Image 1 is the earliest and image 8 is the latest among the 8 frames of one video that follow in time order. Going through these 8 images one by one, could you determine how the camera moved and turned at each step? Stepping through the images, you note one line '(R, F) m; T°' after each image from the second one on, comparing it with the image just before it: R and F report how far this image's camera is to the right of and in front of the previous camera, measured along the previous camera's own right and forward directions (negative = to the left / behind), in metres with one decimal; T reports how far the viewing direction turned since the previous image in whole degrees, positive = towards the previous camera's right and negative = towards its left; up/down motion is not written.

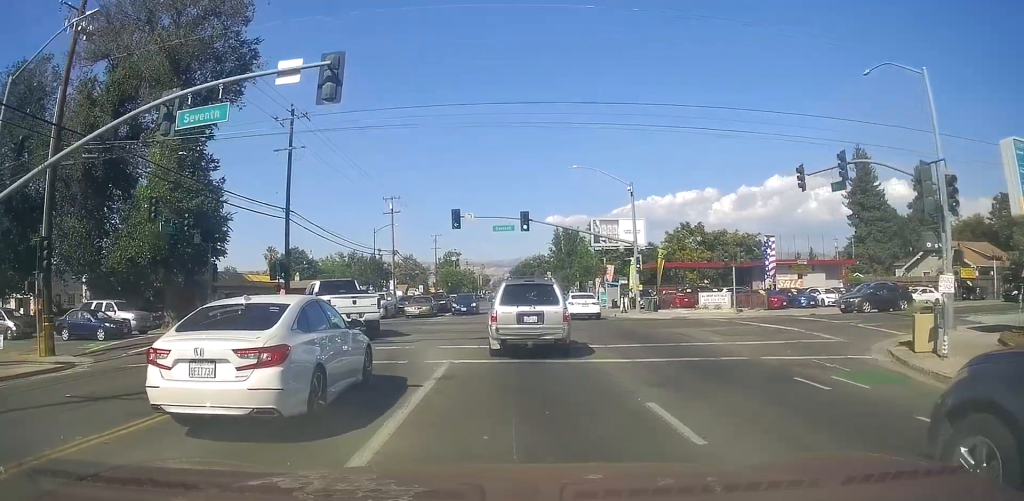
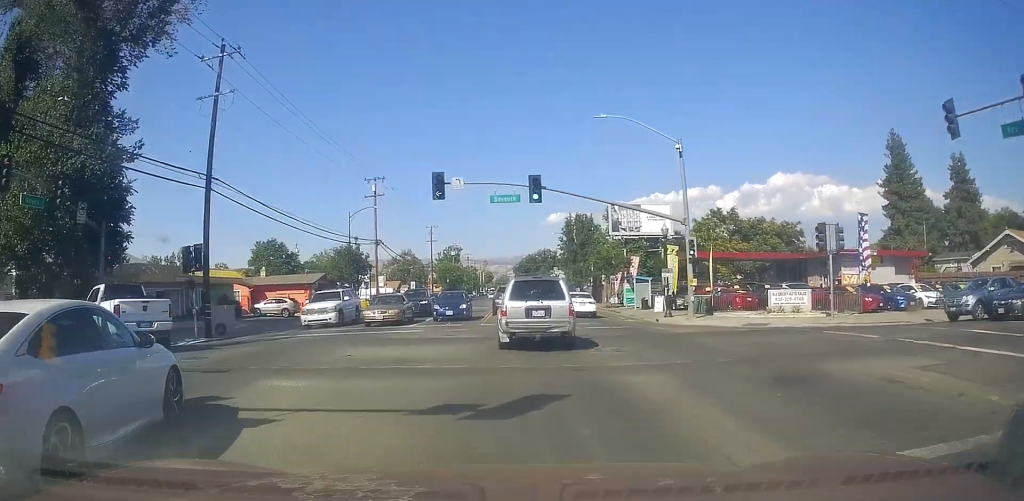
(+0.2, +10.3) m; +2°
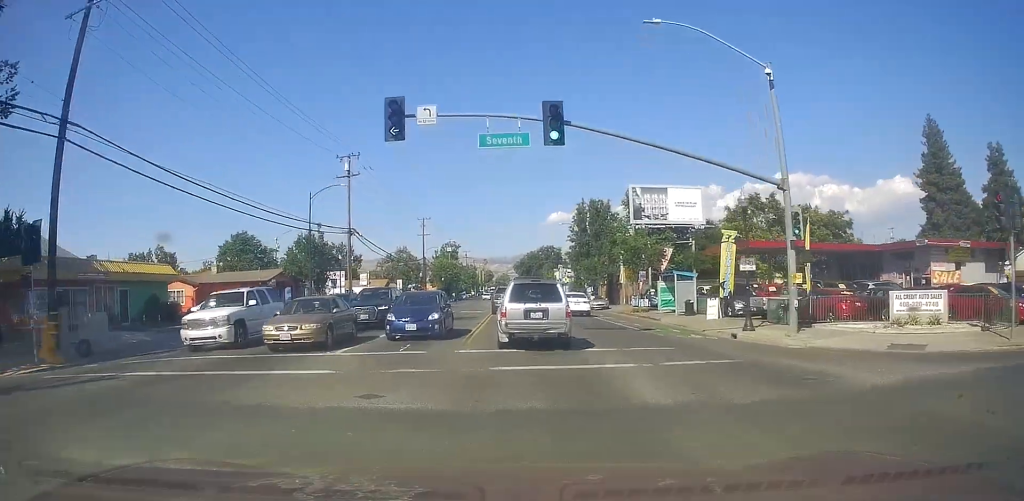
(-0.2, +10.5) m; +2°
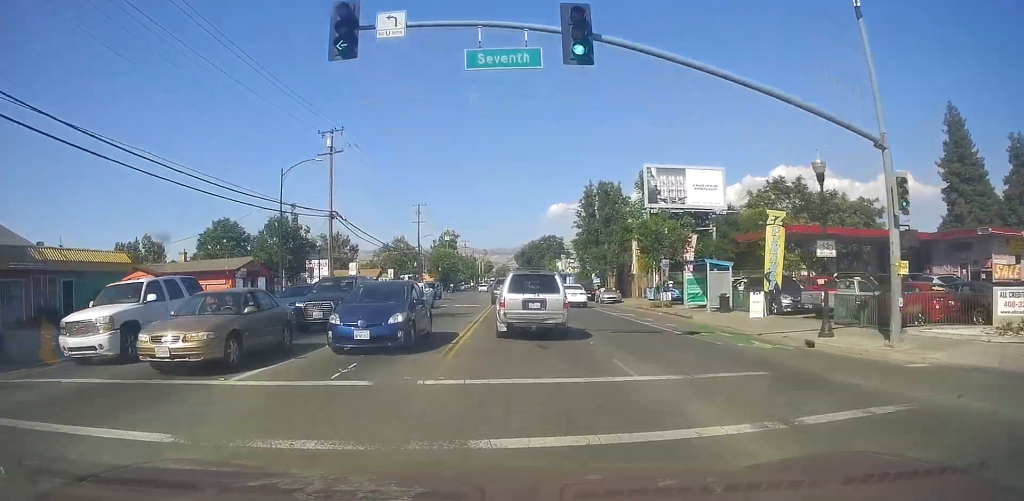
(+0.2, +5.5) m; +1°
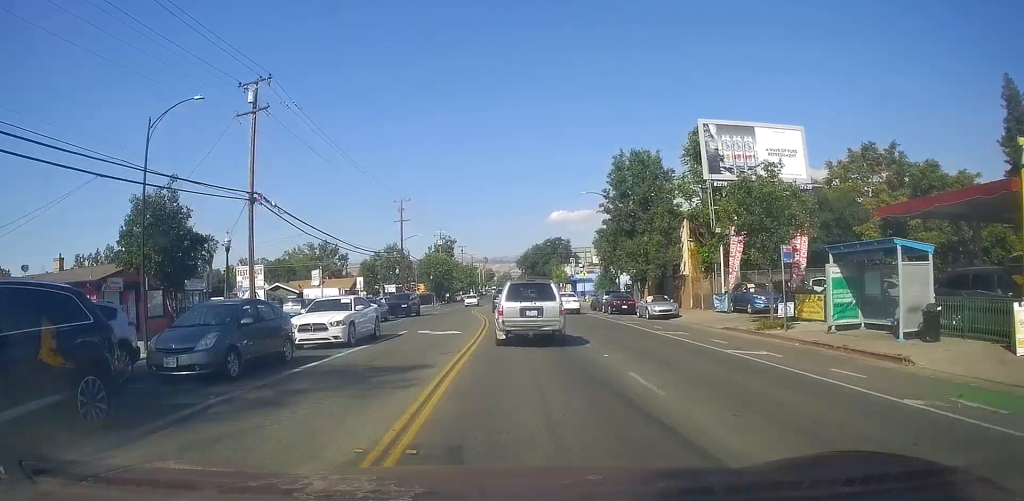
(+0.1, +14.7) m; -2°
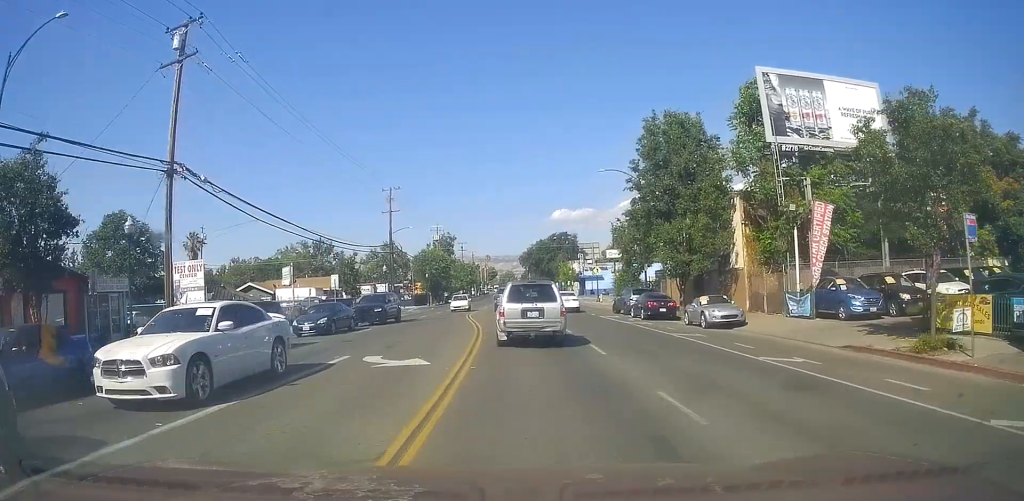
(-0.2, +8.7) m; 0°
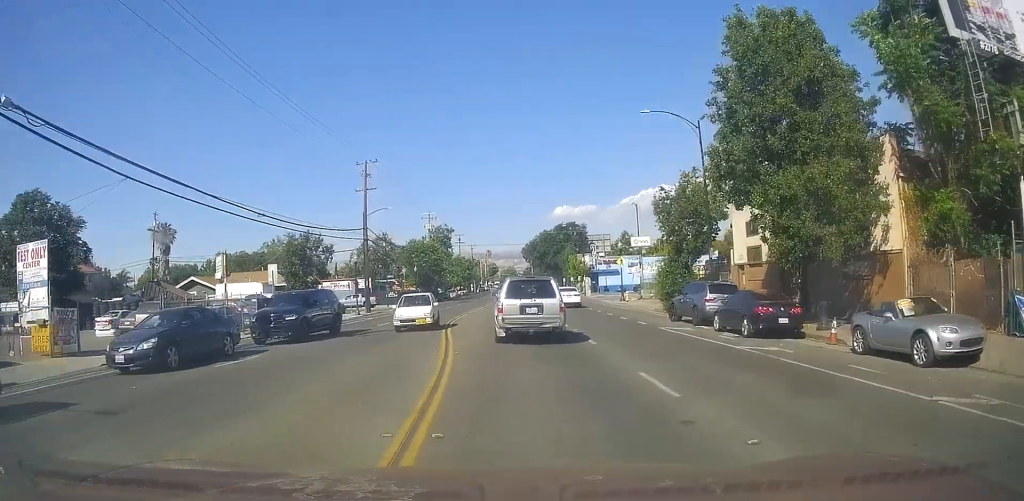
(+0.1, +12.8) m; +1°
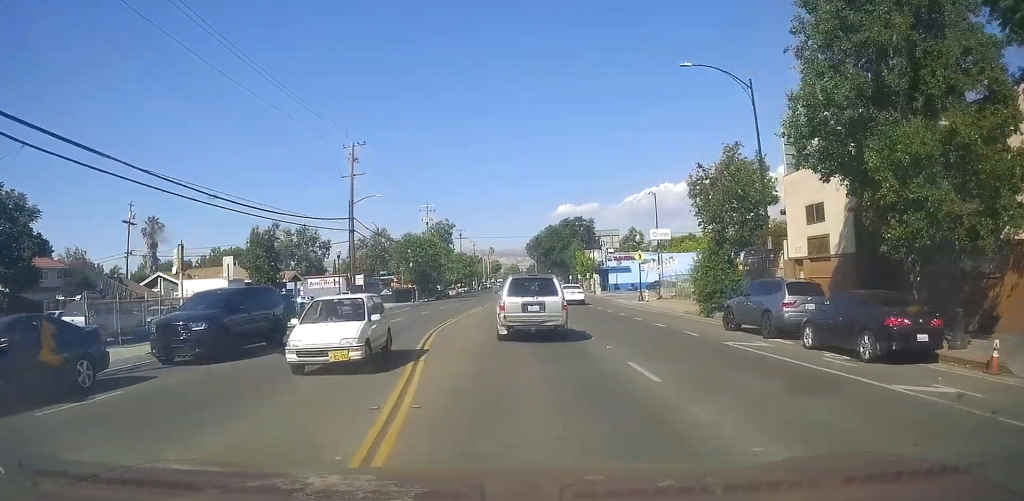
(+0.2, +6.1) m; 0°
